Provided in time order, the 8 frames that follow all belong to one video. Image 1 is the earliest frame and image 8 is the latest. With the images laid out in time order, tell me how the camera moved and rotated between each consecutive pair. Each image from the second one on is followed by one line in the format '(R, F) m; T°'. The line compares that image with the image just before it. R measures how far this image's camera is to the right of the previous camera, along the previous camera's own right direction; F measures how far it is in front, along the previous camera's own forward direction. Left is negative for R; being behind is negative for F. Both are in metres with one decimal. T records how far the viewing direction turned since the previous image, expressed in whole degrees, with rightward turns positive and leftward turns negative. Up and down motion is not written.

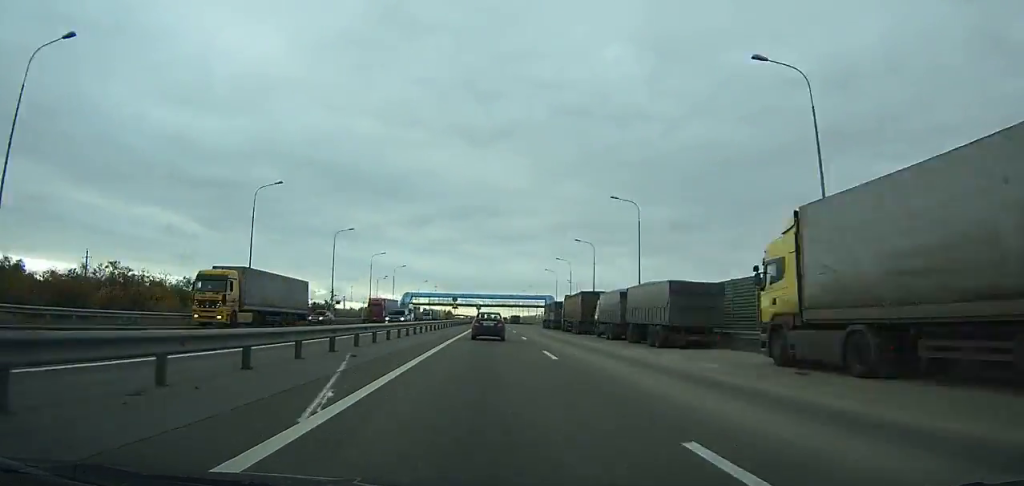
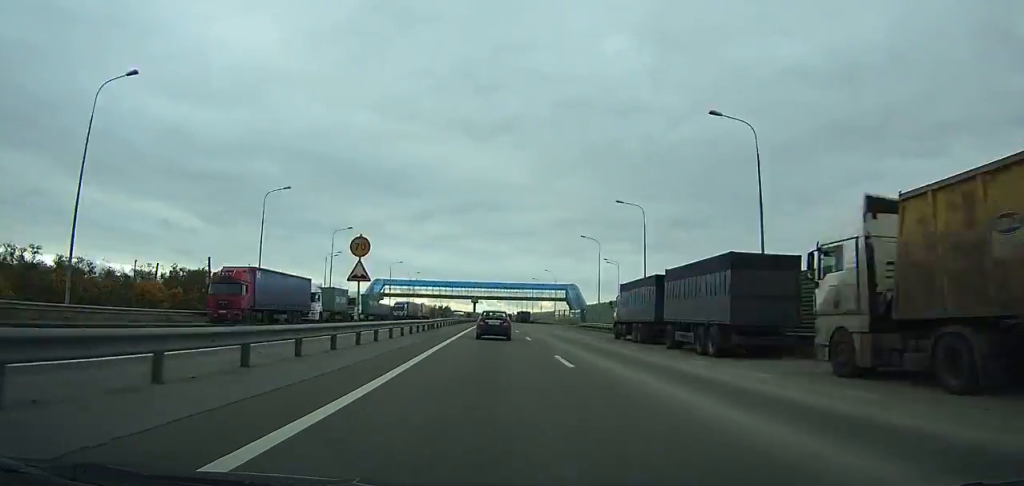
(+0.4, +49.3) m; 0°
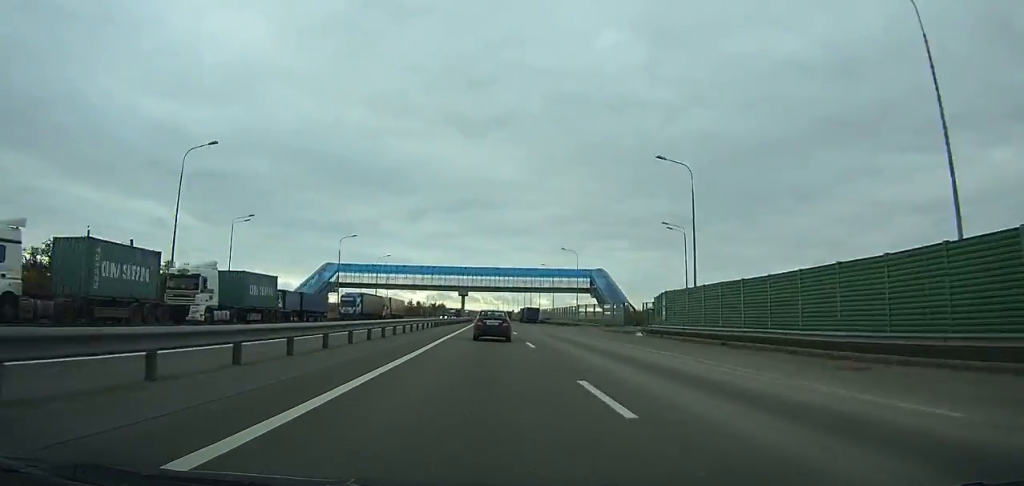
(+0.1, +37.7) m; 0°
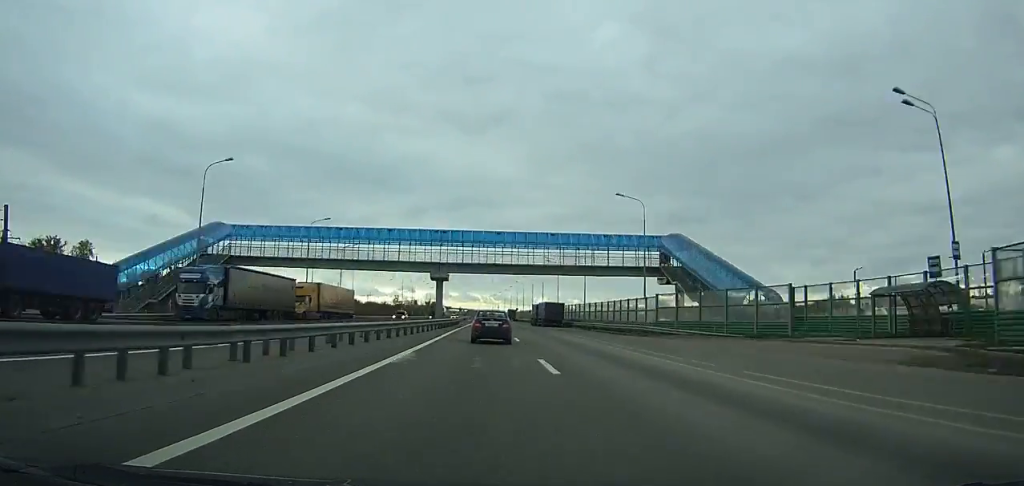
(+0.1, +42.7) m; 0°
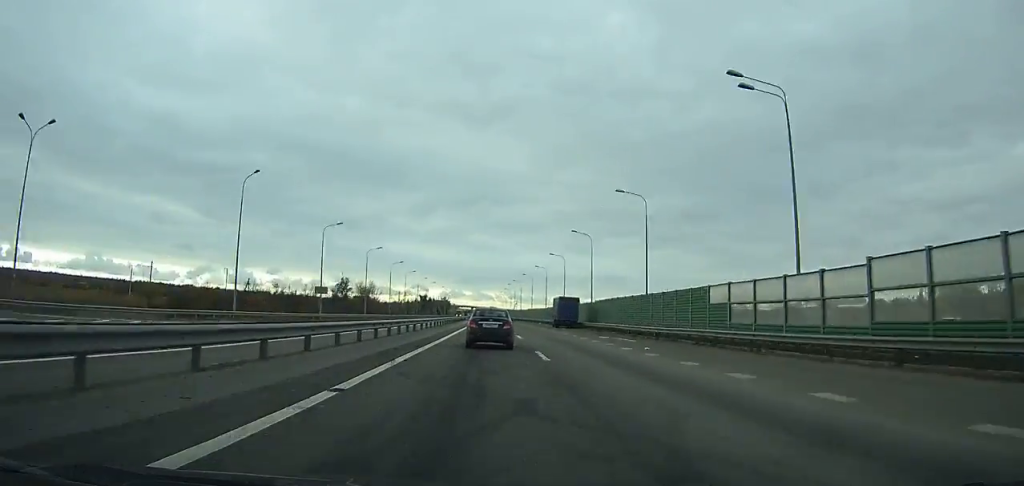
(-0.1, +109.6) m; -1°
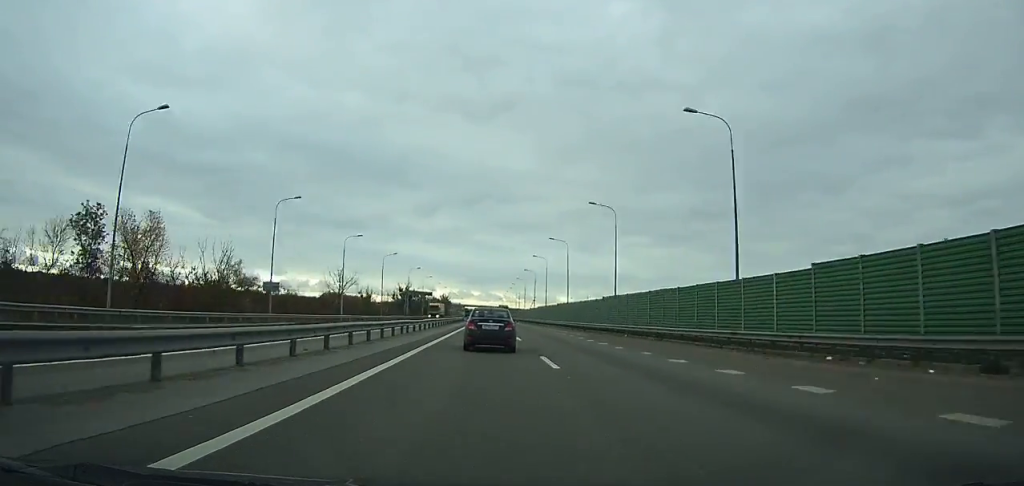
(-0.9, +101.2) m; -1°
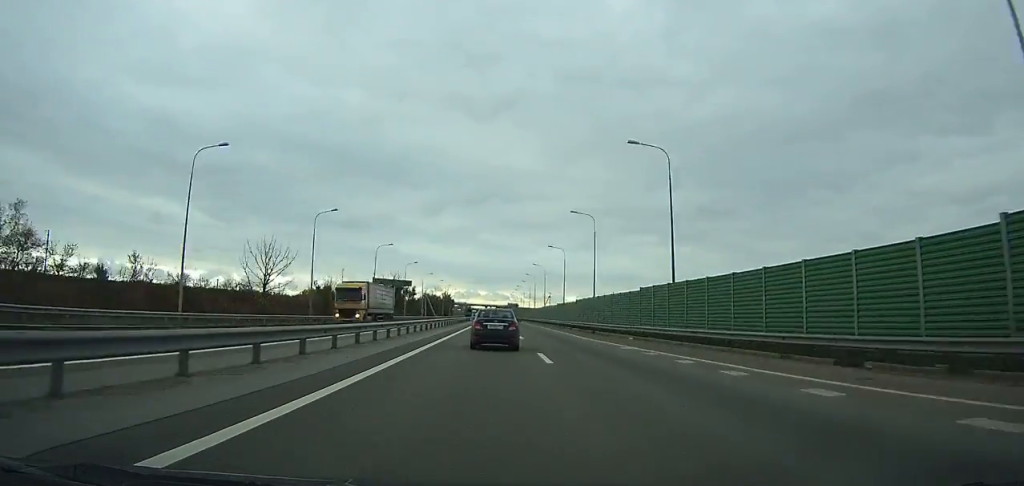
(-0.2, +46.2) m; 0°
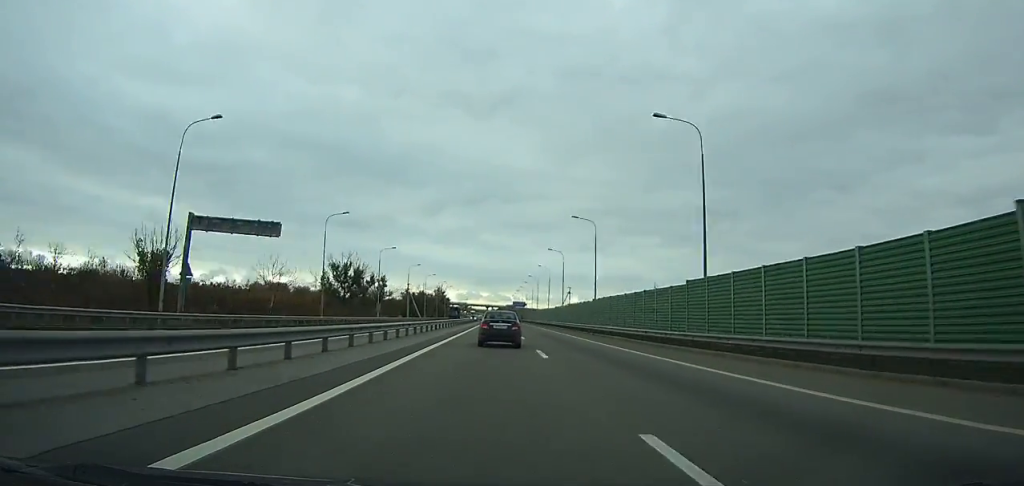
(-0.3, +63.0) m; 0°
